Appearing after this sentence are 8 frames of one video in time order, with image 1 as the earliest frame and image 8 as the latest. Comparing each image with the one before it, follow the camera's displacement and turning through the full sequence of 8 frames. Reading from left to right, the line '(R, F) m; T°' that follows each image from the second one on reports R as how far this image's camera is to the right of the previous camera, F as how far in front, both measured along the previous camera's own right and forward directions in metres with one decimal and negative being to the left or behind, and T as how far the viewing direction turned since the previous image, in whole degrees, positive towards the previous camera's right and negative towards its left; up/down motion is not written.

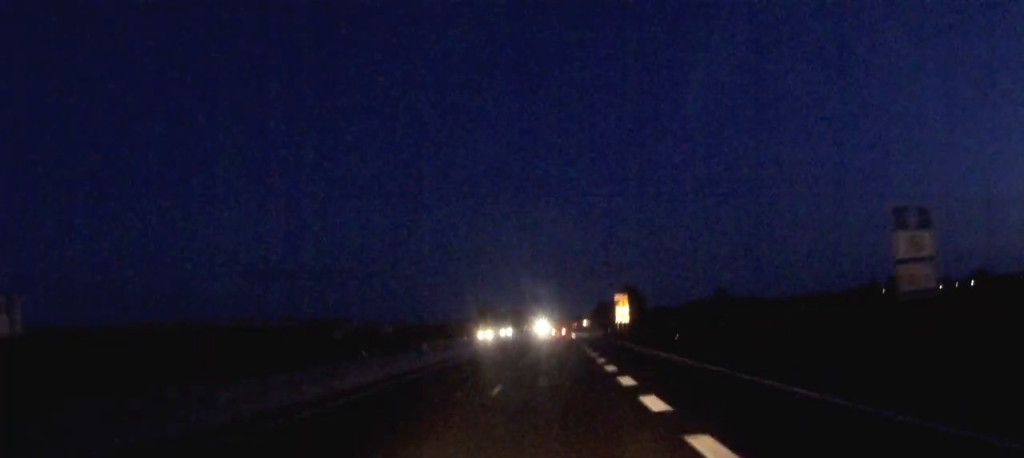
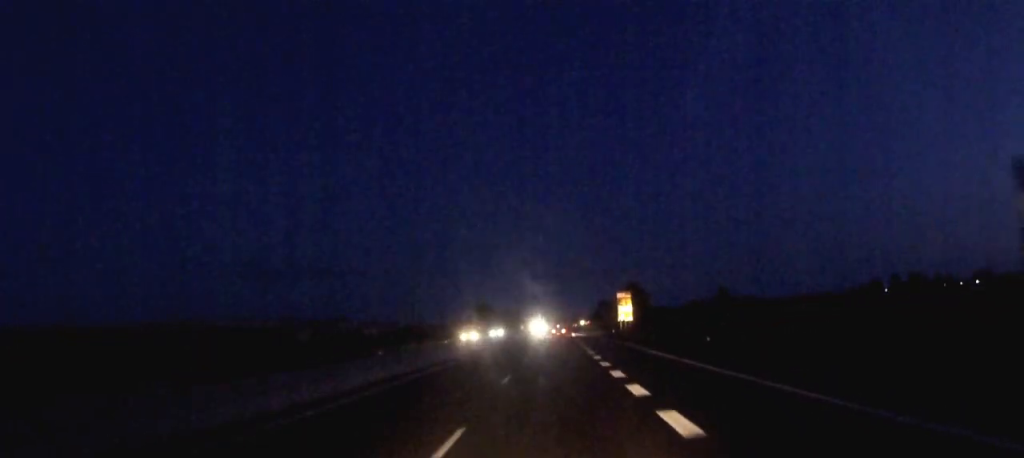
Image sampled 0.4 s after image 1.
(0.0, +9.5) m; 0°
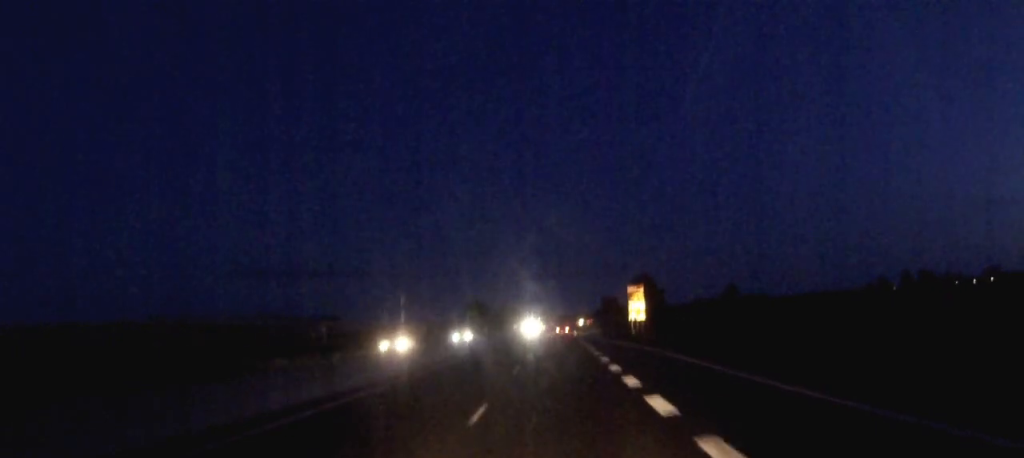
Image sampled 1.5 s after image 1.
(0.0, +22.8) m; 0°
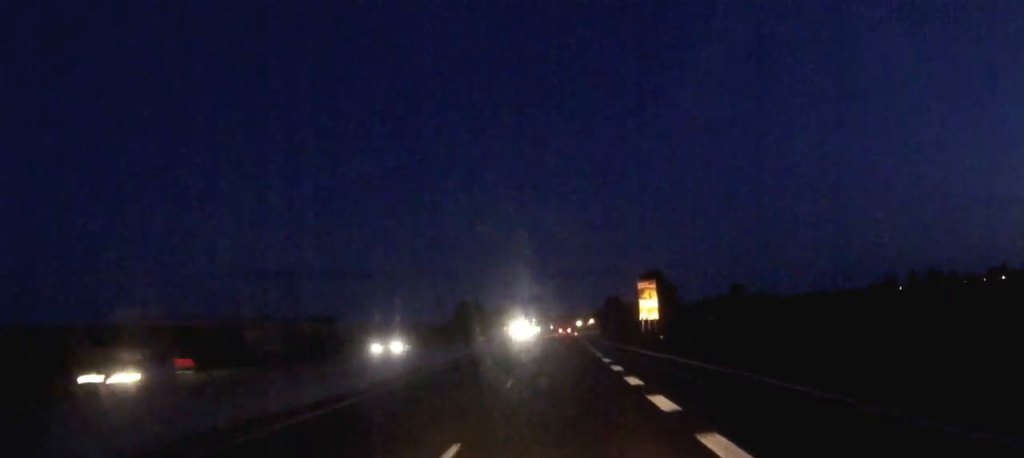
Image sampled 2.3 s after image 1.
(0.0, +18.7) m; 0°
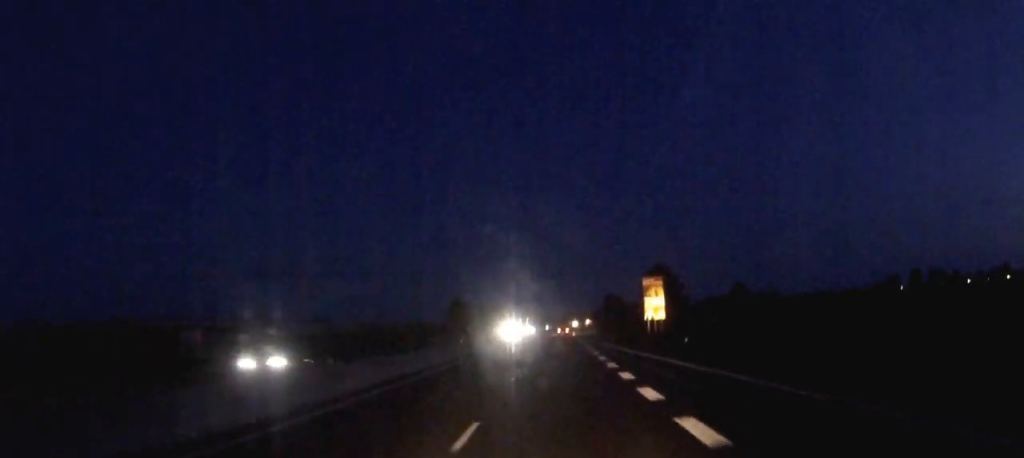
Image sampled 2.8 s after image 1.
(0.0, +10.5) m; 0°
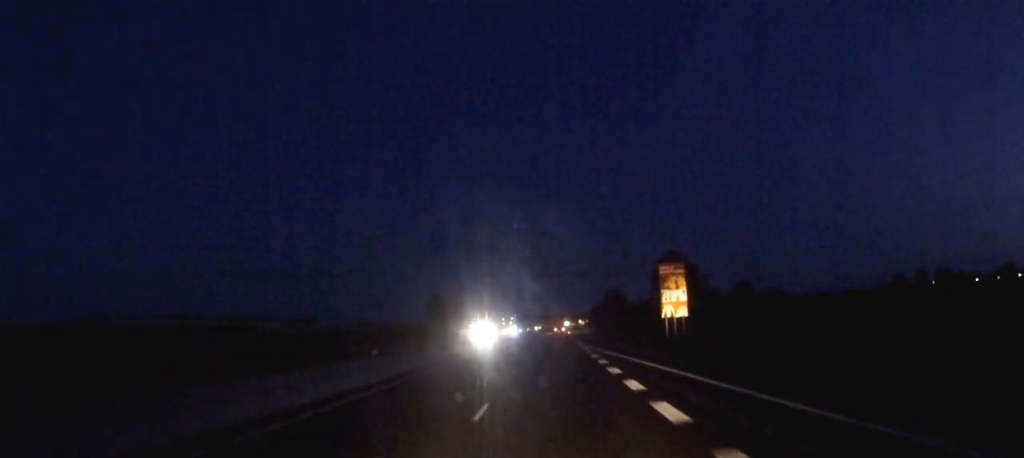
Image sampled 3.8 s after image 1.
(+0.1, +22.9) m; 0°
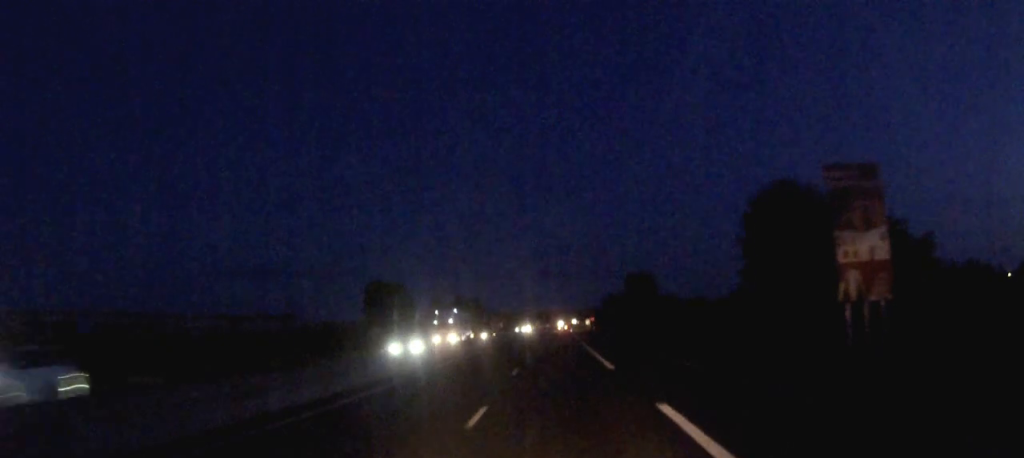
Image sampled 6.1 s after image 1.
(+0.1, +54.0) m; 0°
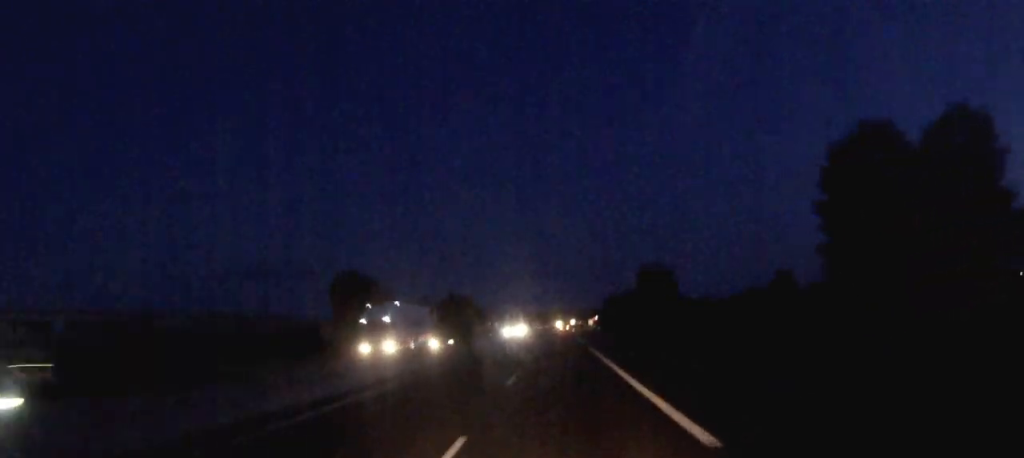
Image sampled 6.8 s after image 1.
(0.0, +17.4) m; 0°
